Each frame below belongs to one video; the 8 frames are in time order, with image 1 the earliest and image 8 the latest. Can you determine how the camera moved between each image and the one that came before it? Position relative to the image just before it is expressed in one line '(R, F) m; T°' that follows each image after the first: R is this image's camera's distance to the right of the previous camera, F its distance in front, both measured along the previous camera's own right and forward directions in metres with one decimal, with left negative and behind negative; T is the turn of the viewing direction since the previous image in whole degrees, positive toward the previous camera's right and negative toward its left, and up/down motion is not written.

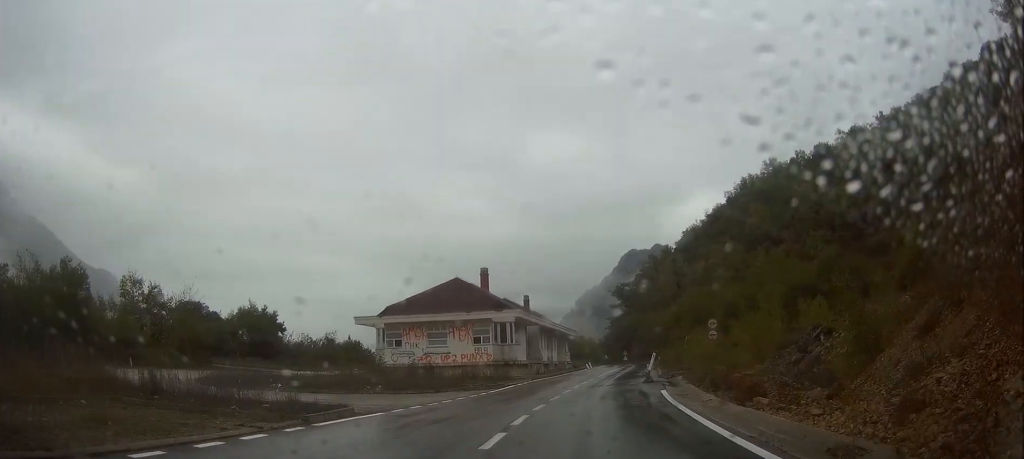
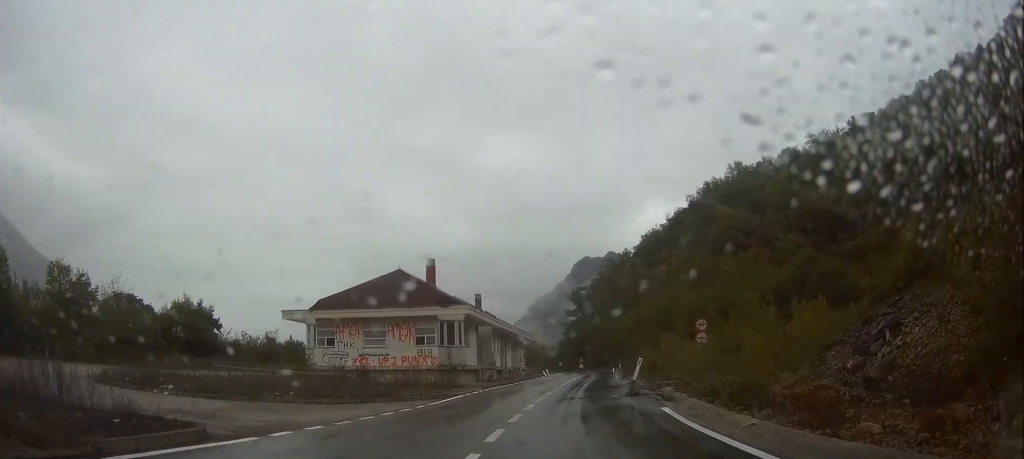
(+0.1, +6.1) m; +3°
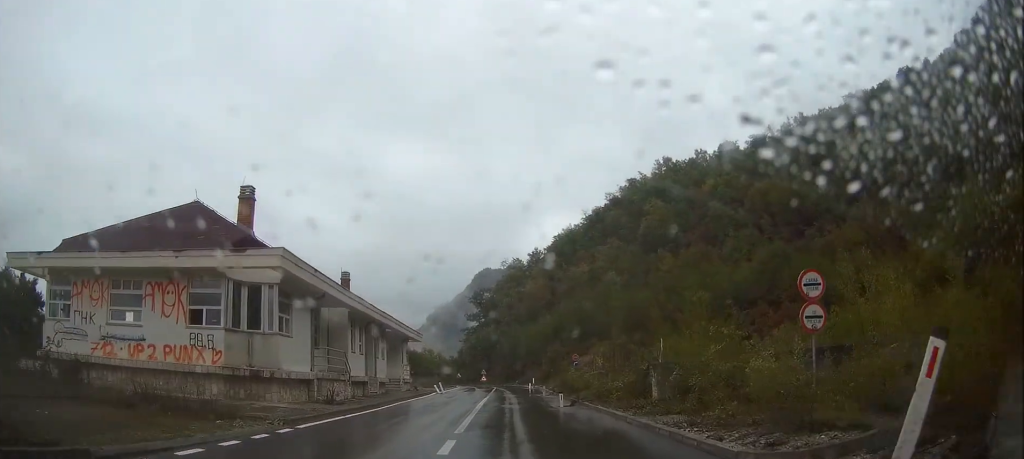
(+1.2, +19.4) m; +5°
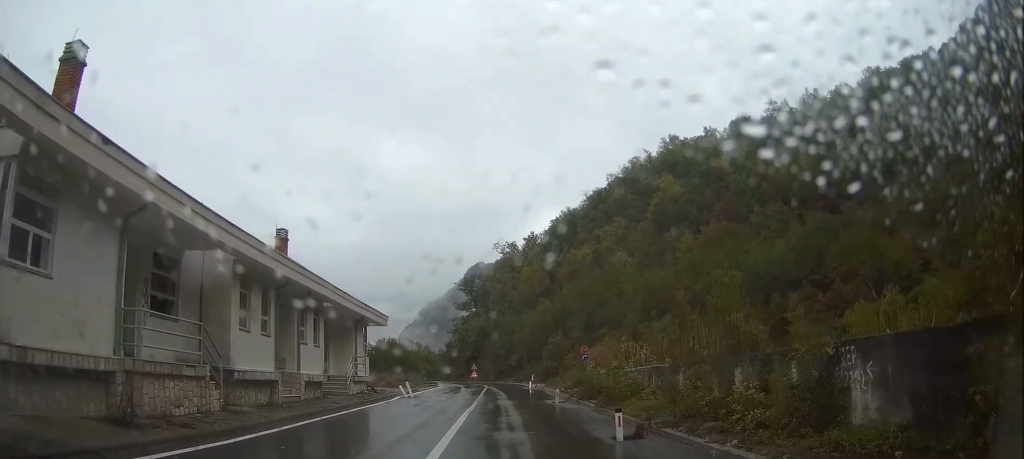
(0.0, +12.6) m; 0°
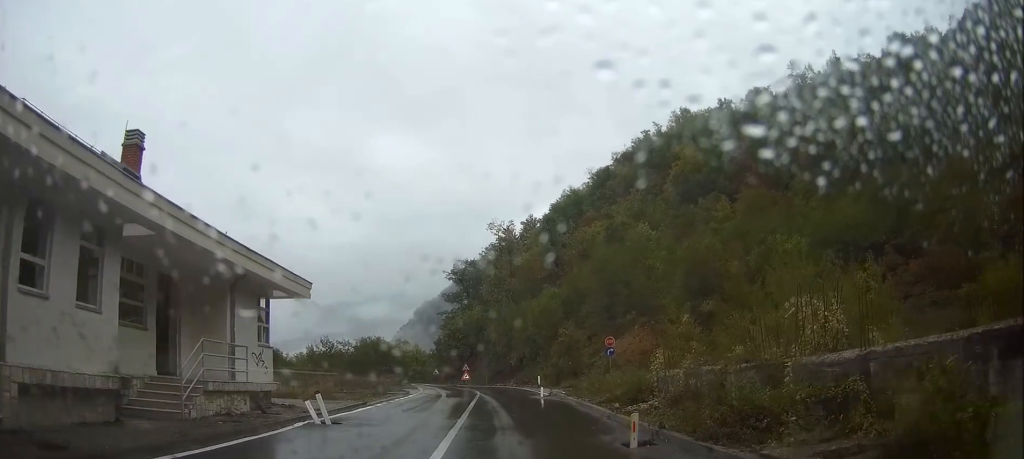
(+0.1, +14.8) m; +1°
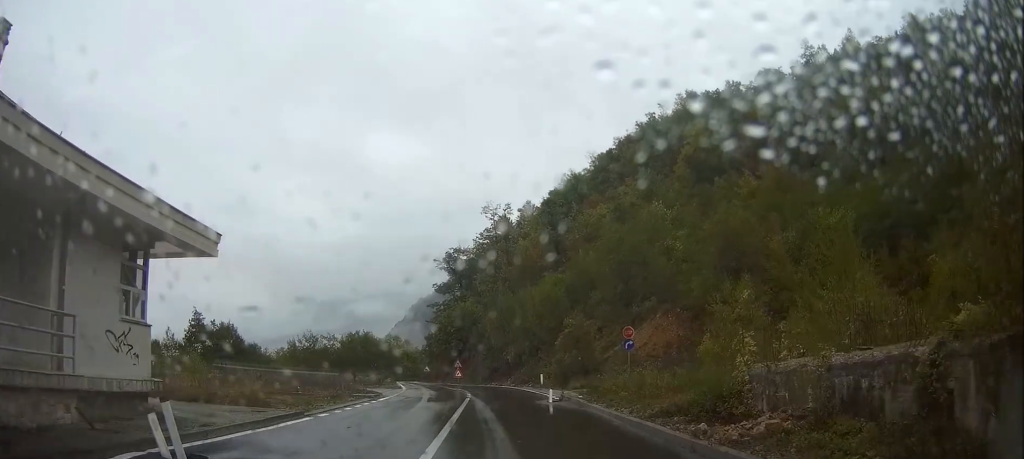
(0.0, +7.5) m; 0°
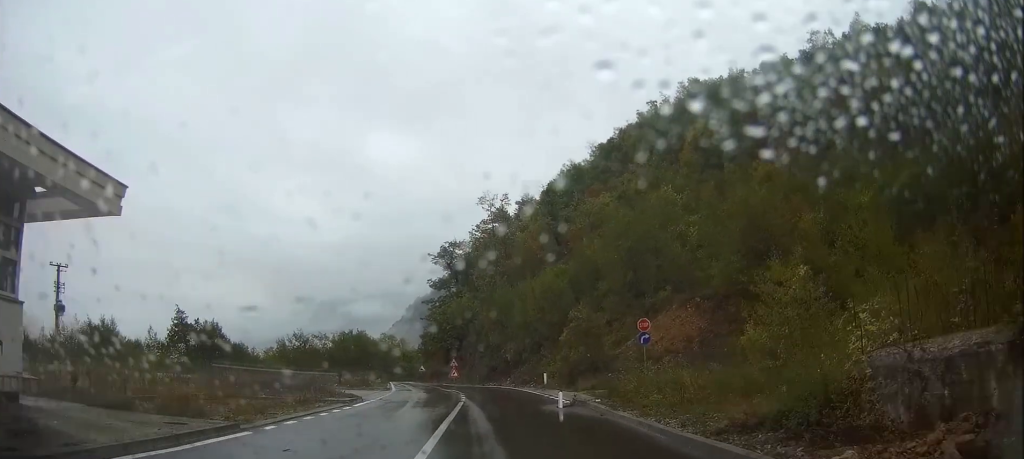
(0.0, +4.3) m; 0°
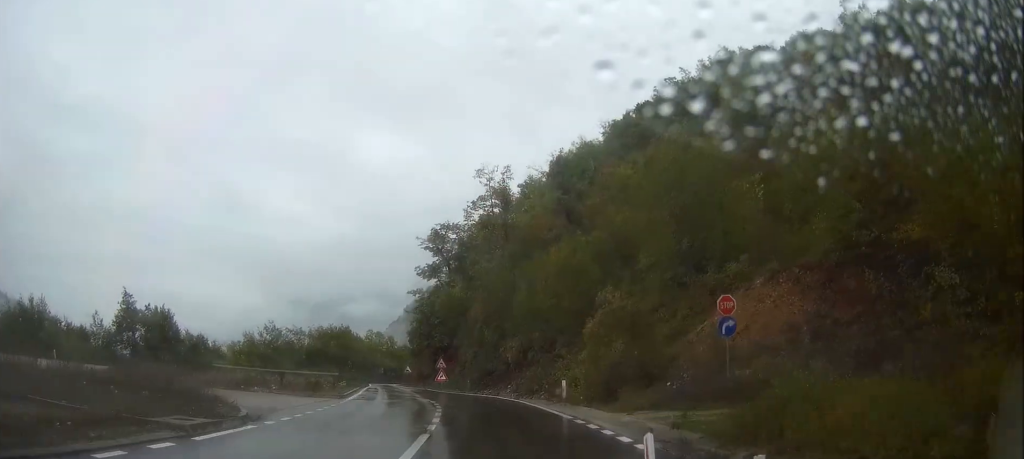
(0.0, +11.9) m; -1°
